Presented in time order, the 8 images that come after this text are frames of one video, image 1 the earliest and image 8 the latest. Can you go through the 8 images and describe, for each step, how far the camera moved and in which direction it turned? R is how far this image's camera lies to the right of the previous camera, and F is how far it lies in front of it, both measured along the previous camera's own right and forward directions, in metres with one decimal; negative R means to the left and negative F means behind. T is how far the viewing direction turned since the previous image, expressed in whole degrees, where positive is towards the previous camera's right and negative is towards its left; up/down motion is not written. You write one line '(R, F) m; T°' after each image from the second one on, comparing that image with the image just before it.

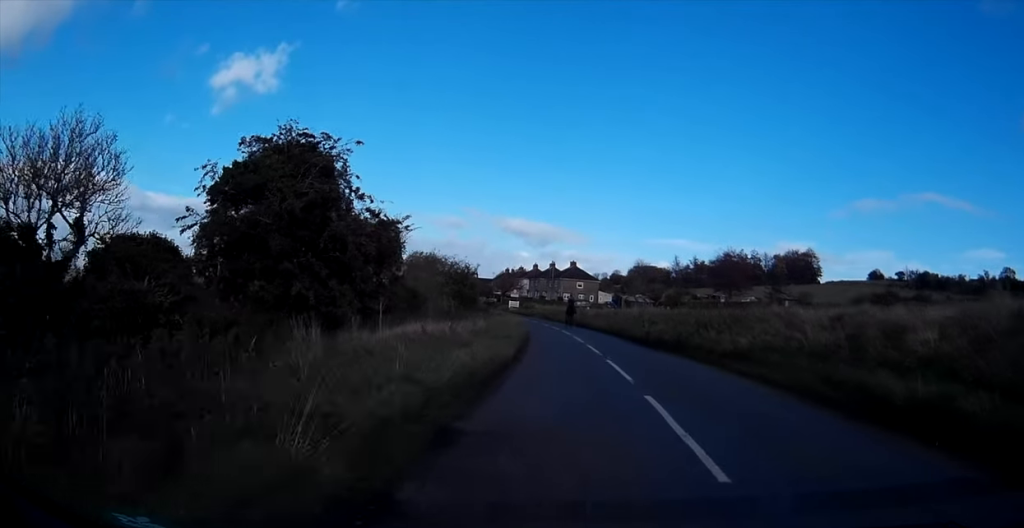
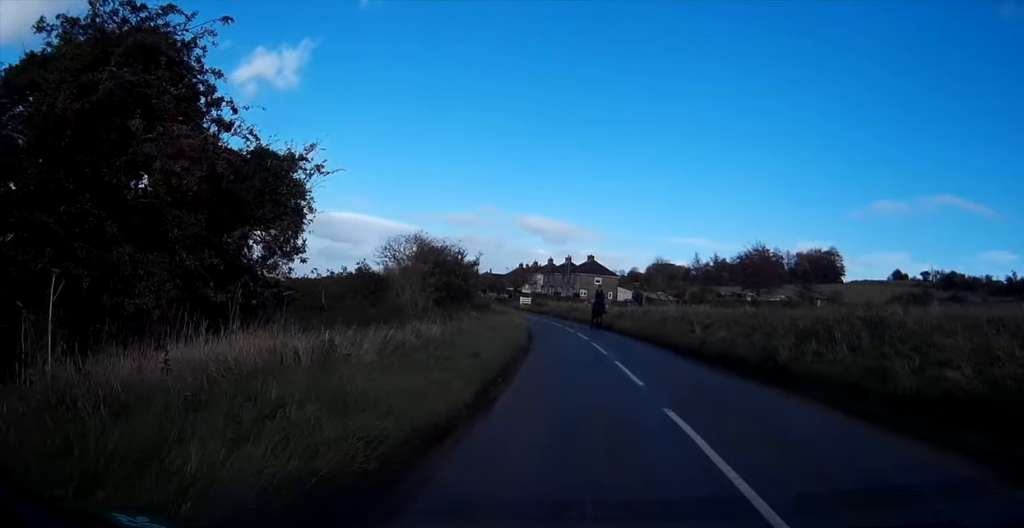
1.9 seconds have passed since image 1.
(0.0, +10.0) m; -2°
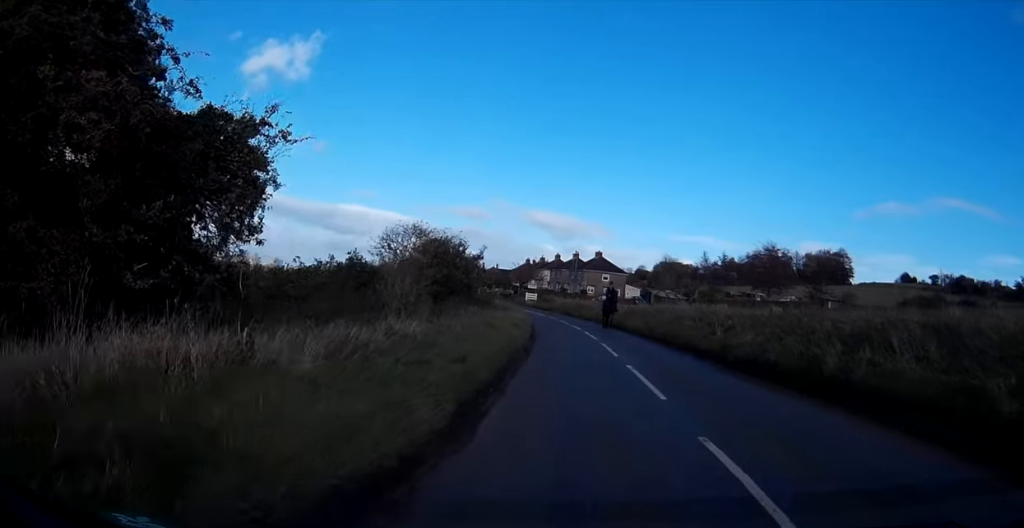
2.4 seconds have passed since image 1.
(-0.1, +2.4) m; 0°
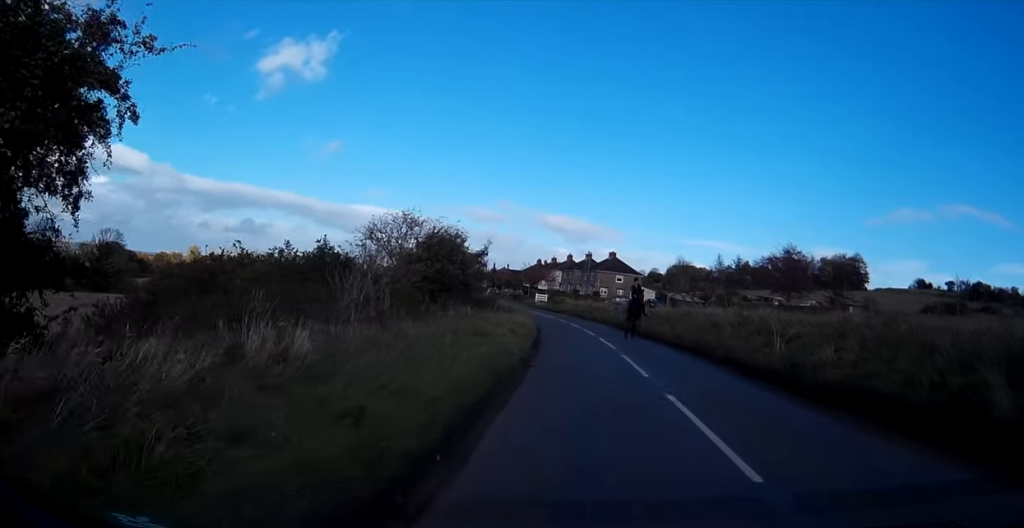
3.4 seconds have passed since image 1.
(+0.1, +5.2) m; +1°
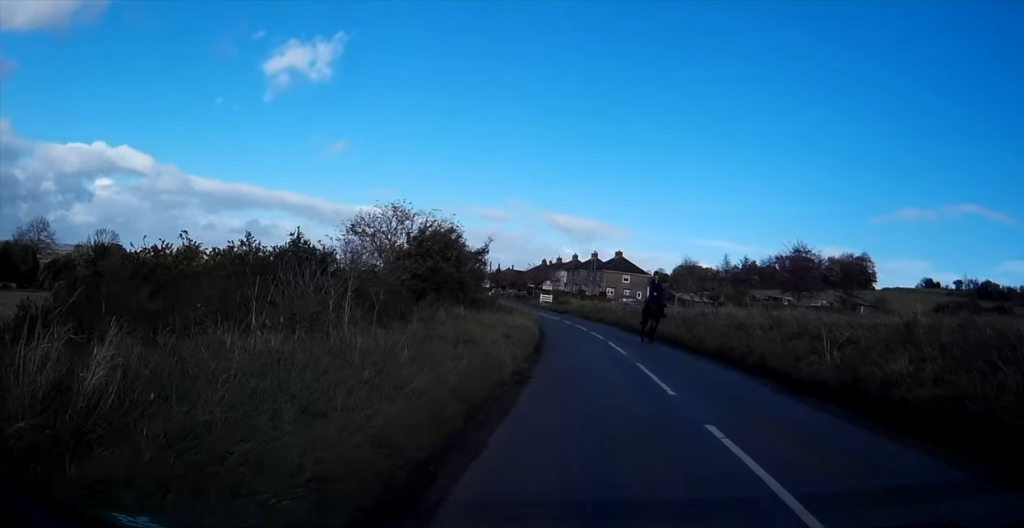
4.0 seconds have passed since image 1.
(0.0, +3.1) m; 0°
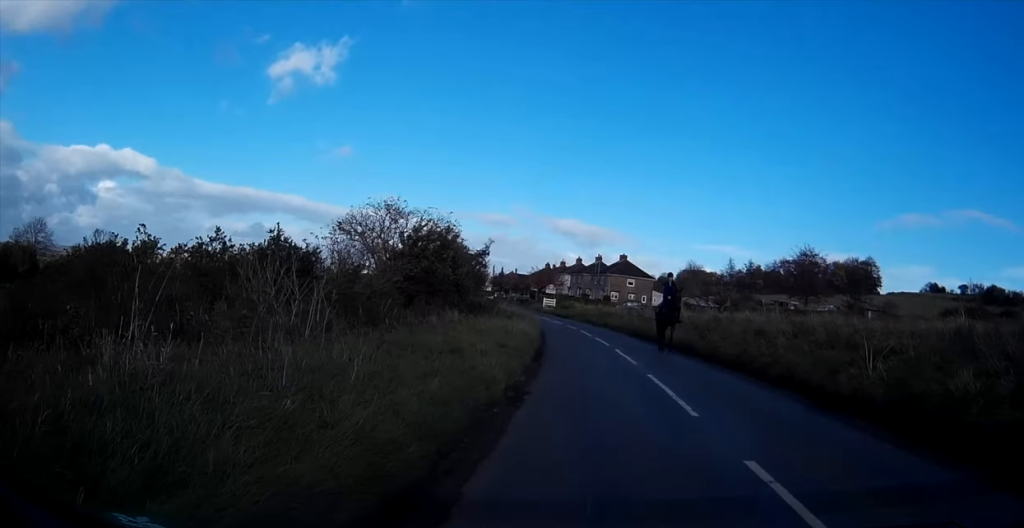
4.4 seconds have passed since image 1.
(0.0, +2.1) m; 0°
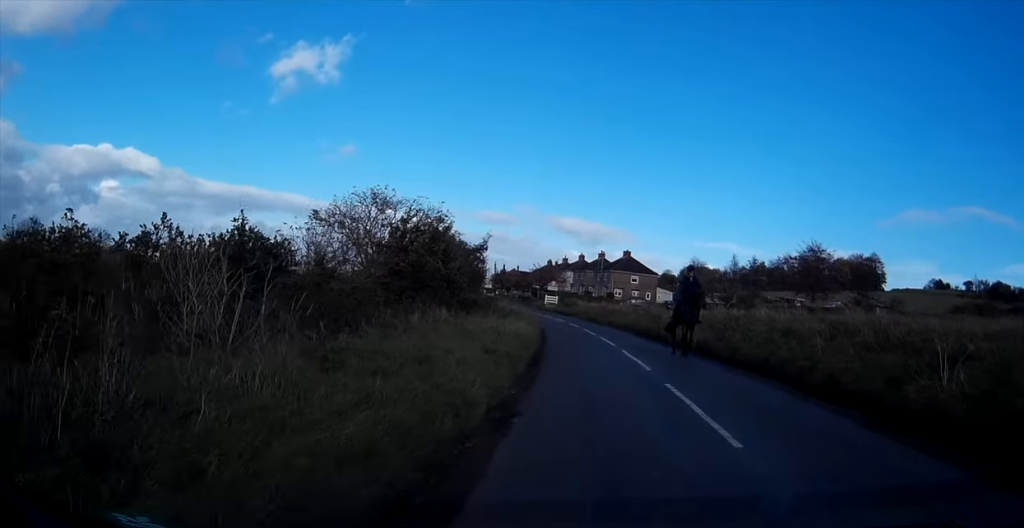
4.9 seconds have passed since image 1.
(0.0, +2.5) m; -1°
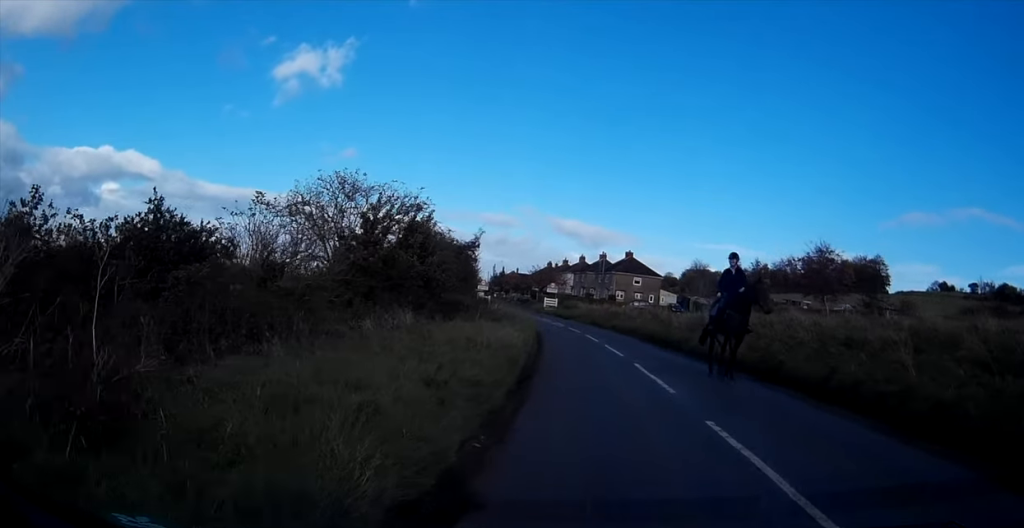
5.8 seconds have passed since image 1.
(-0.1, +4.0) m; -2°
